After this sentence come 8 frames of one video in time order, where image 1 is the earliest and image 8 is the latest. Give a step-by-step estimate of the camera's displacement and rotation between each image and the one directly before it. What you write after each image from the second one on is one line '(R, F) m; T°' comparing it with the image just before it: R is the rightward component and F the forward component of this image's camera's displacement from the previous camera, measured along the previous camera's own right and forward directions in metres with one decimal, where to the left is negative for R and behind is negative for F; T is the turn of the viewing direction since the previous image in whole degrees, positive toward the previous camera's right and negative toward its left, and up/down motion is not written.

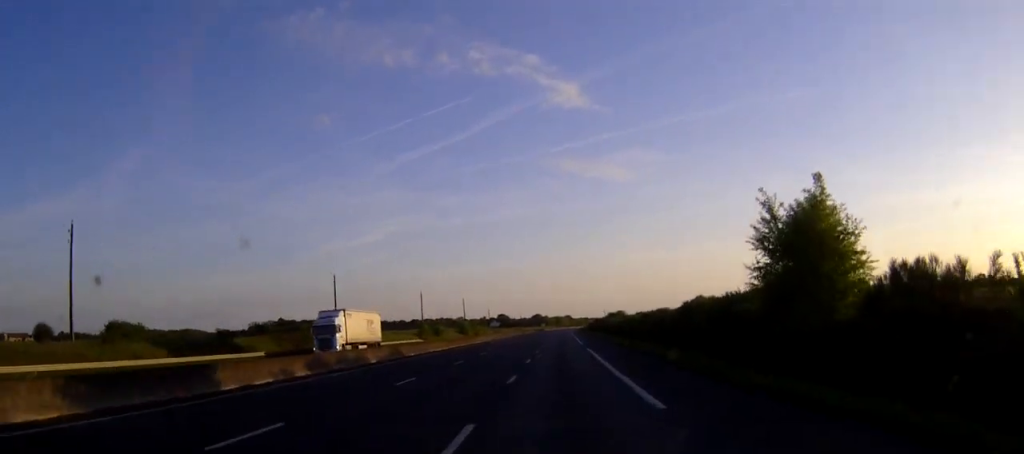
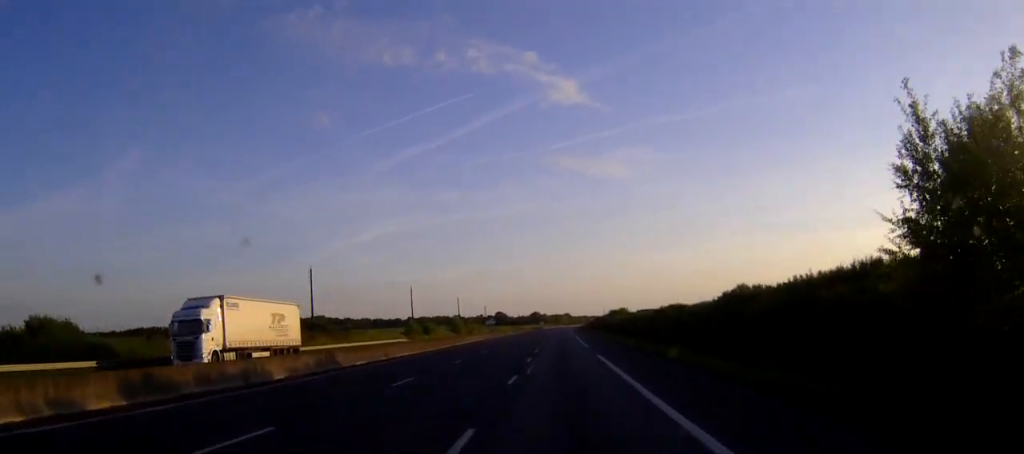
(0.0, +13.8) m; 0°
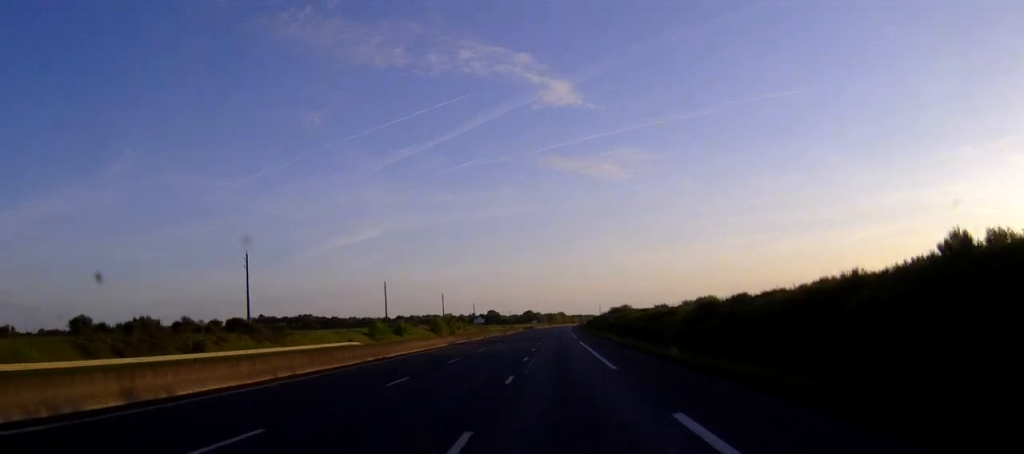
(+0.1, +26.6) m; 0°
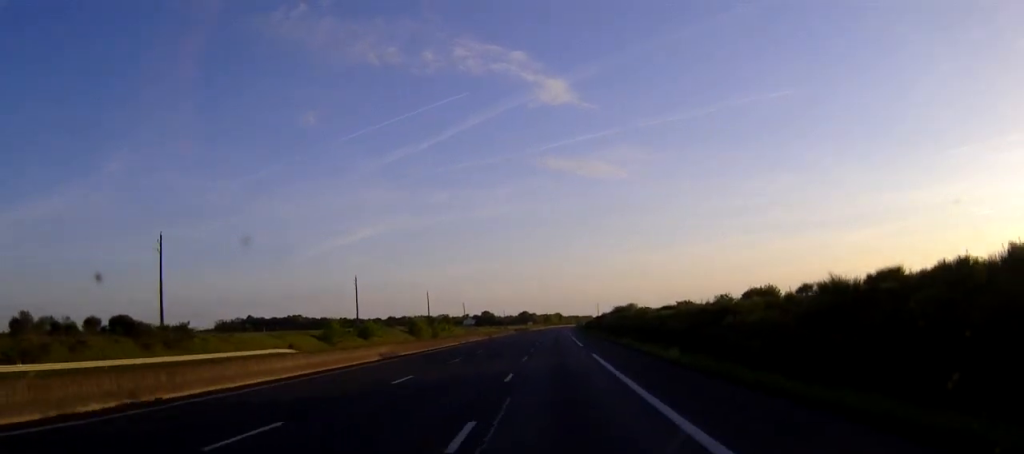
(+0.1, +24.7) m; 0°
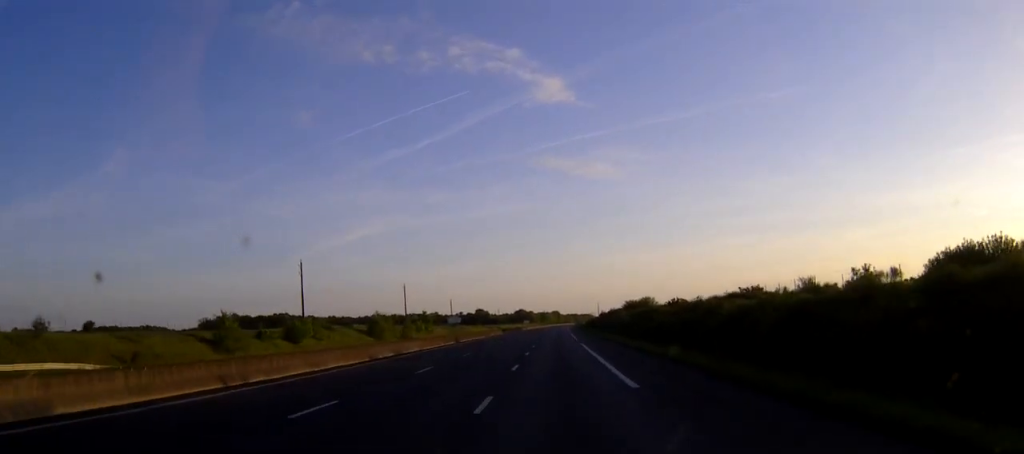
(0.0, +34.9) m; 0°
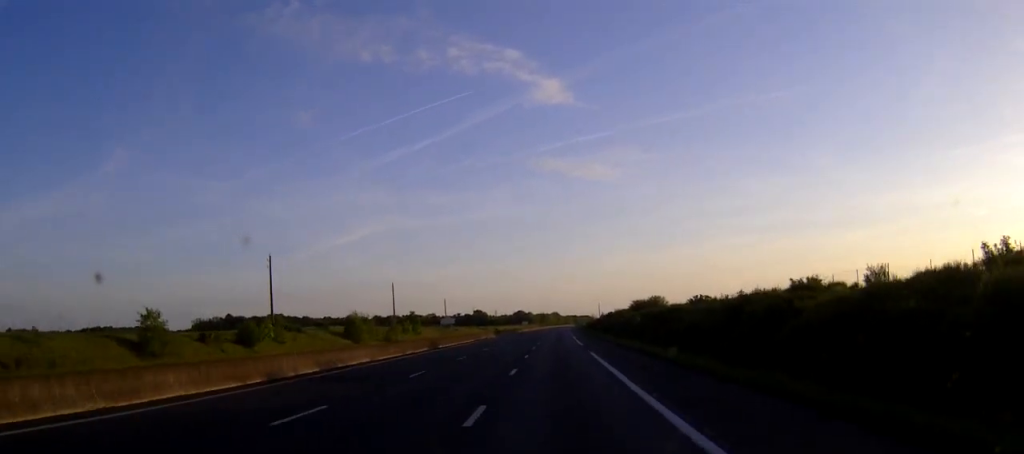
(+0.1, +14.6) m; 0°
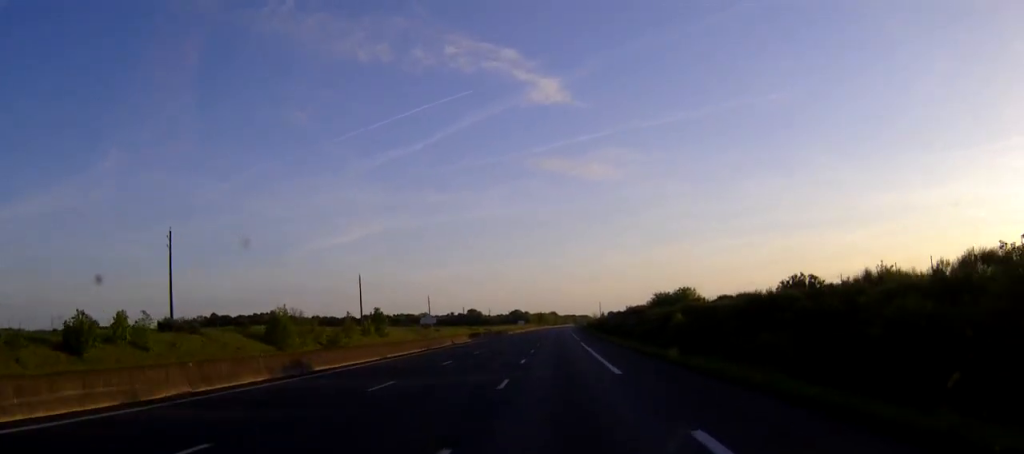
(+0.1, +31.9) m; 0°
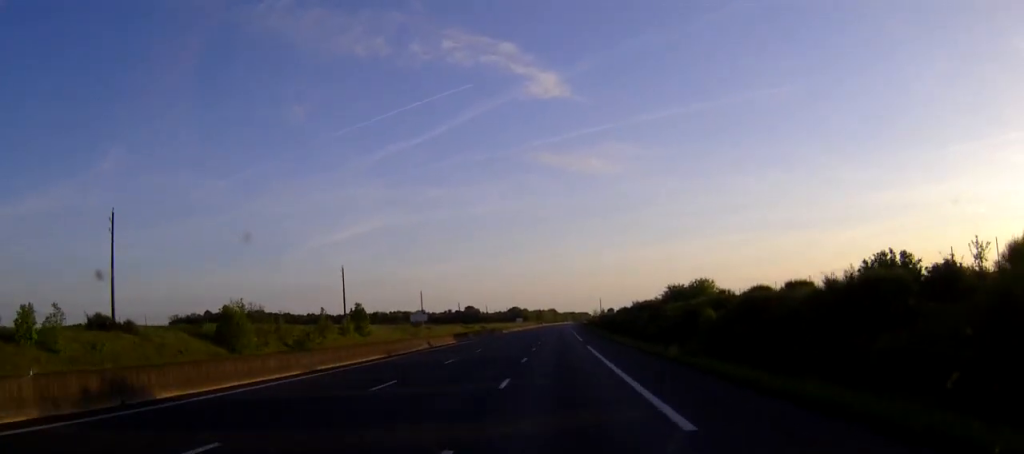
(0.0, +12.8) m; 0°
